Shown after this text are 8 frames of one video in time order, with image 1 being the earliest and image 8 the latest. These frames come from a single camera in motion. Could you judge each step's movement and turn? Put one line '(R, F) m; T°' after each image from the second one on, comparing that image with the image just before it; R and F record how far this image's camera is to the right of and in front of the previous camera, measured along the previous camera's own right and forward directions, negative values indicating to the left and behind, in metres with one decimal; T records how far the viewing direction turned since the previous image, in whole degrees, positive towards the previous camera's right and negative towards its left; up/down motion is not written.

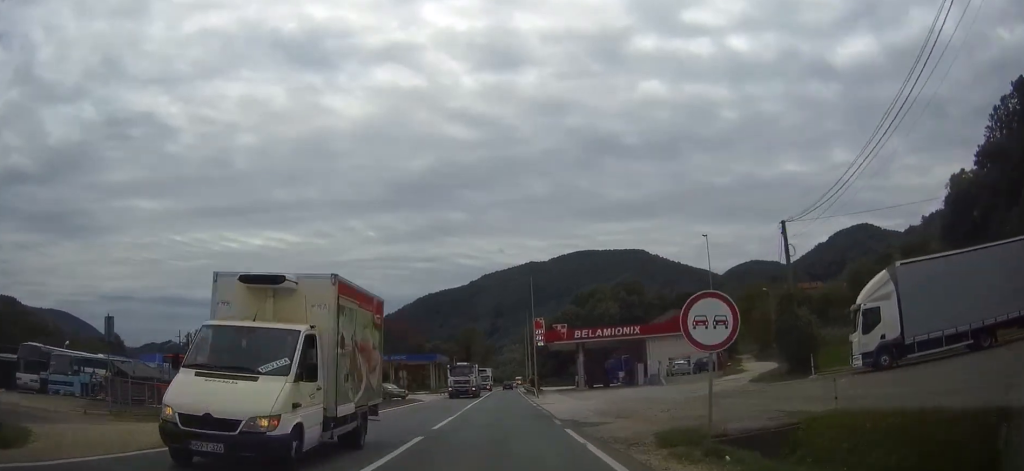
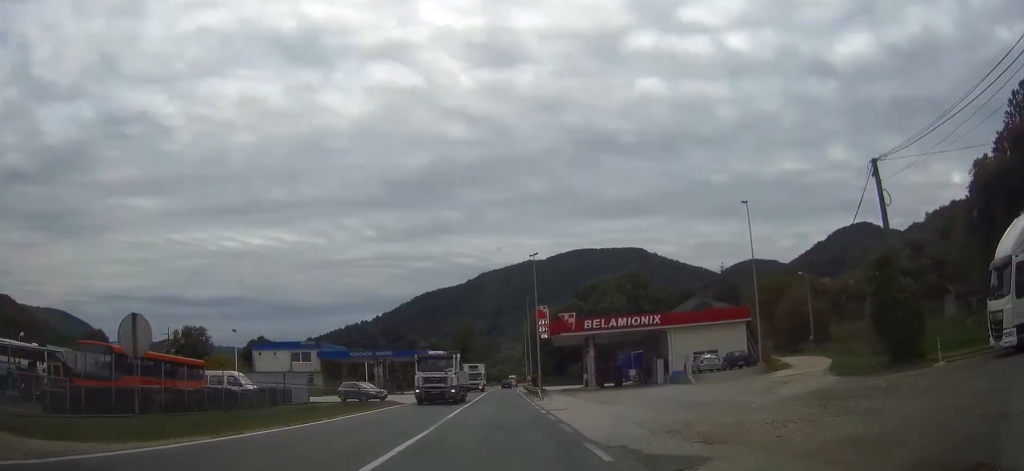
(0.0, +9.5) m; 0°
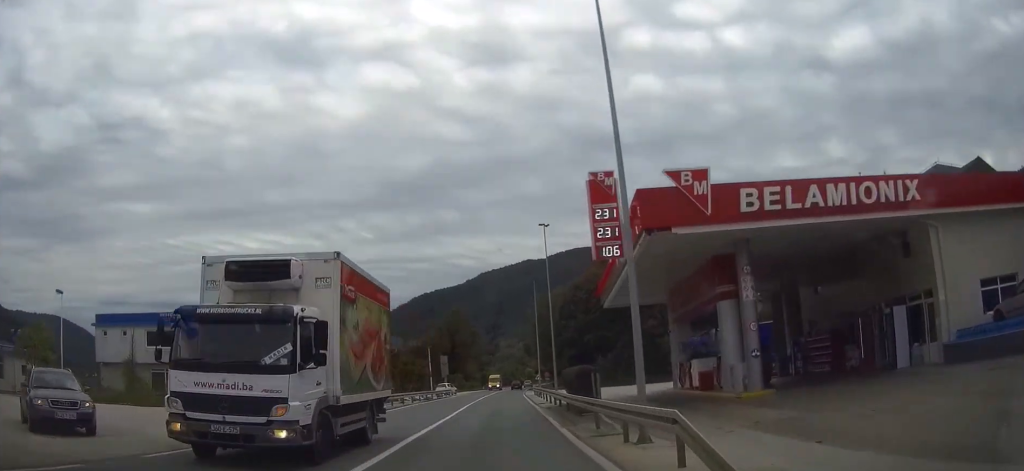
(+0.2, +37.3) m; 0°
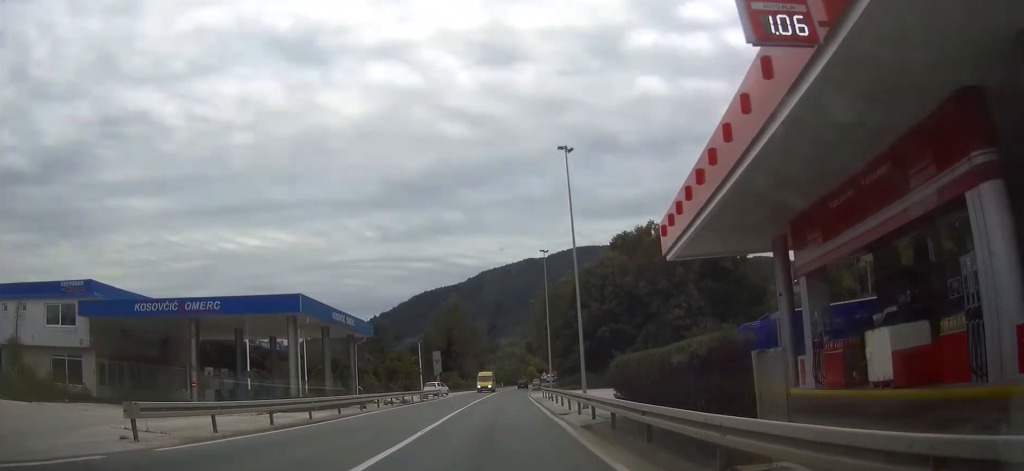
(-0.1, +13.6) m; 0°
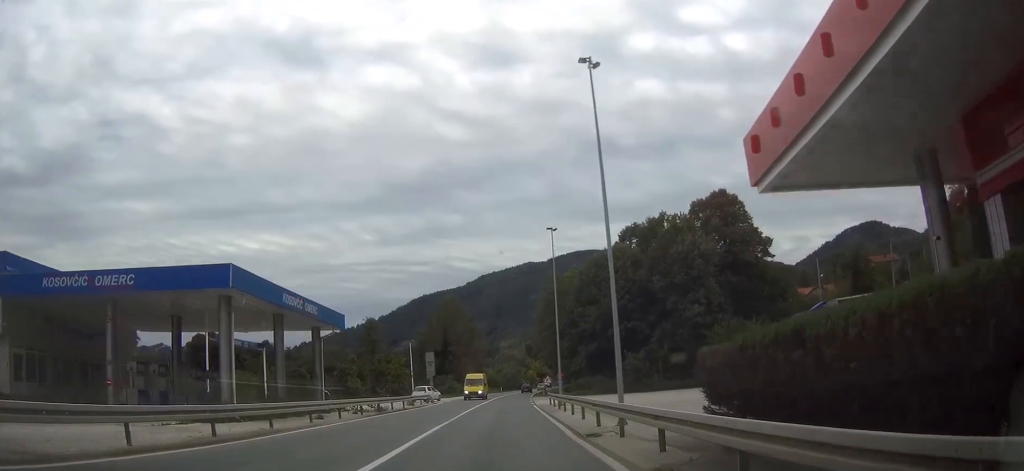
(0.0, +8.4) m; 0°
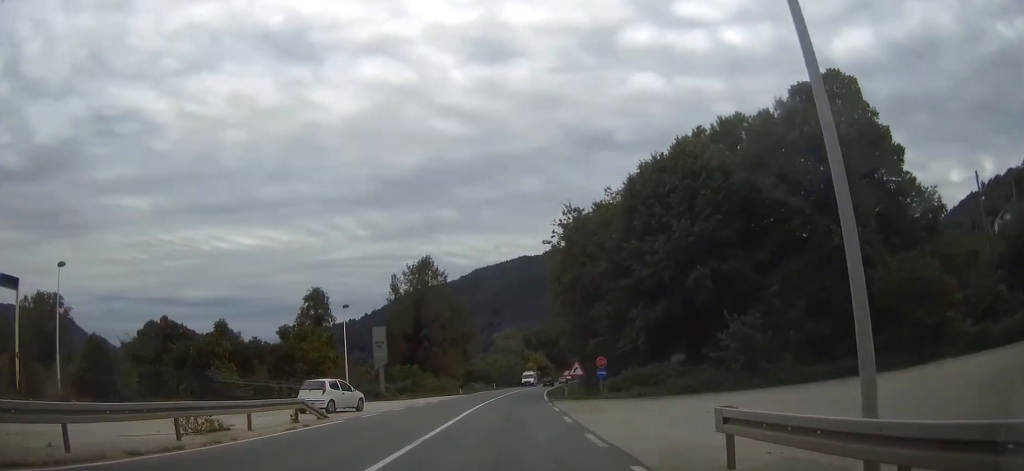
(-0.1, +34.2) m; 0°
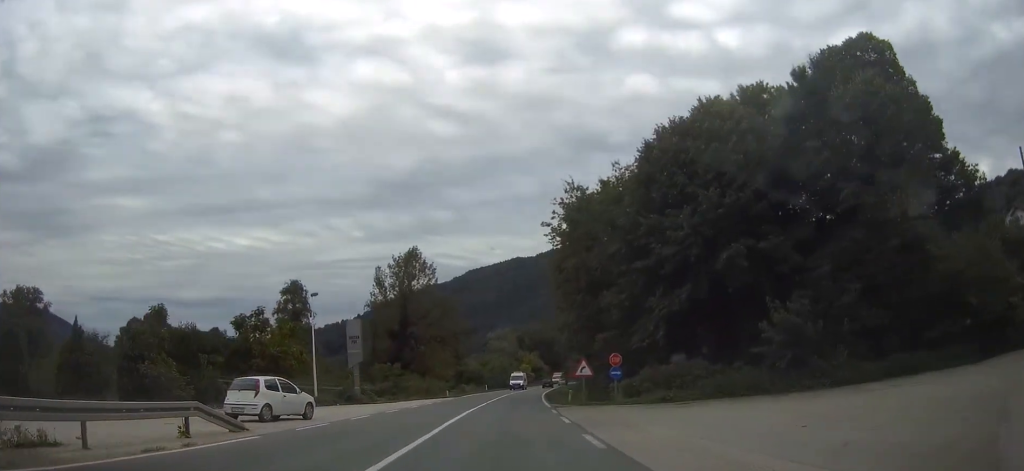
(0.0, +7.5) m; +1°
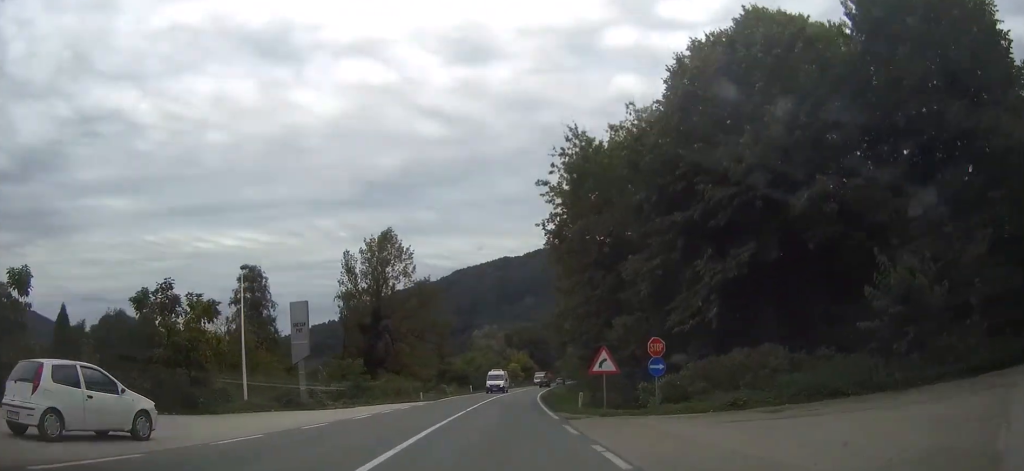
(0.0, +11.2) m; +1°
